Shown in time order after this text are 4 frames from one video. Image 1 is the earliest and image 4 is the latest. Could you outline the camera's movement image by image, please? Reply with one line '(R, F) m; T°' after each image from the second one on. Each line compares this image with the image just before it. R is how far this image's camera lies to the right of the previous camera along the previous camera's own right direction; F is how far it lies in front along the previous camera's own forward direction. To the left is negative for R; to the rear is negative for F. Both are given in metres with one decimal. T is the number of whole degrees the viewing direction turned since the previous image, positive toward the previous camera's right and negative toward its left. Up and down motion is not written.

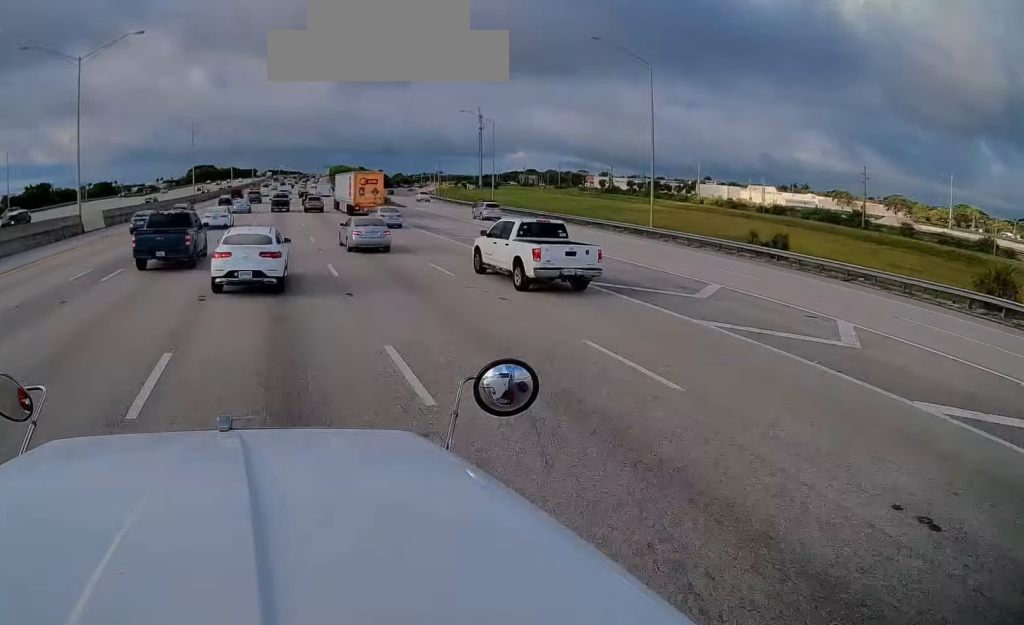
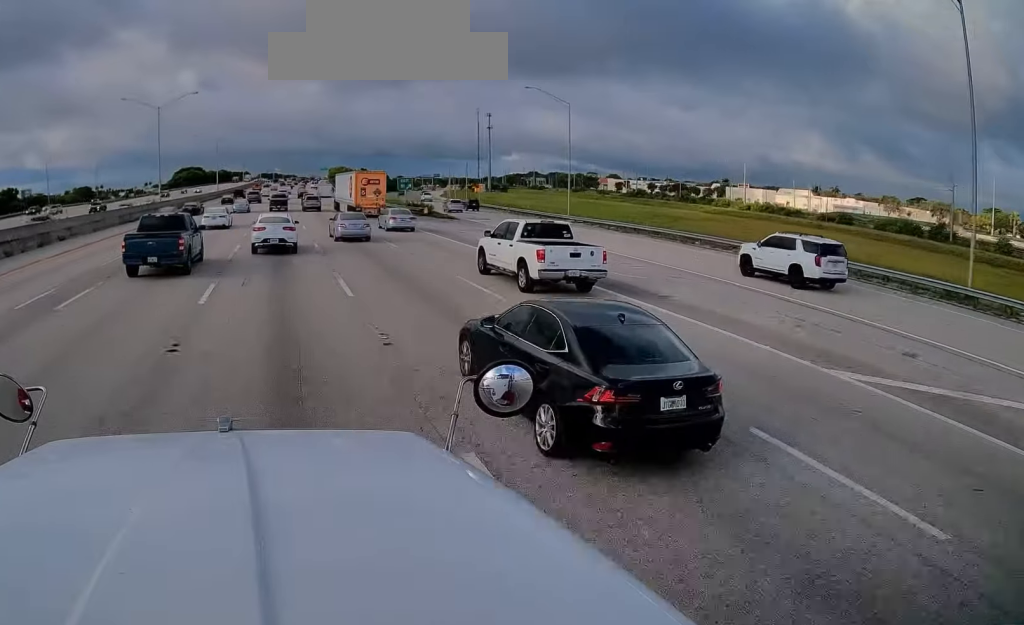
(+0.8, +30.3) m; +3°
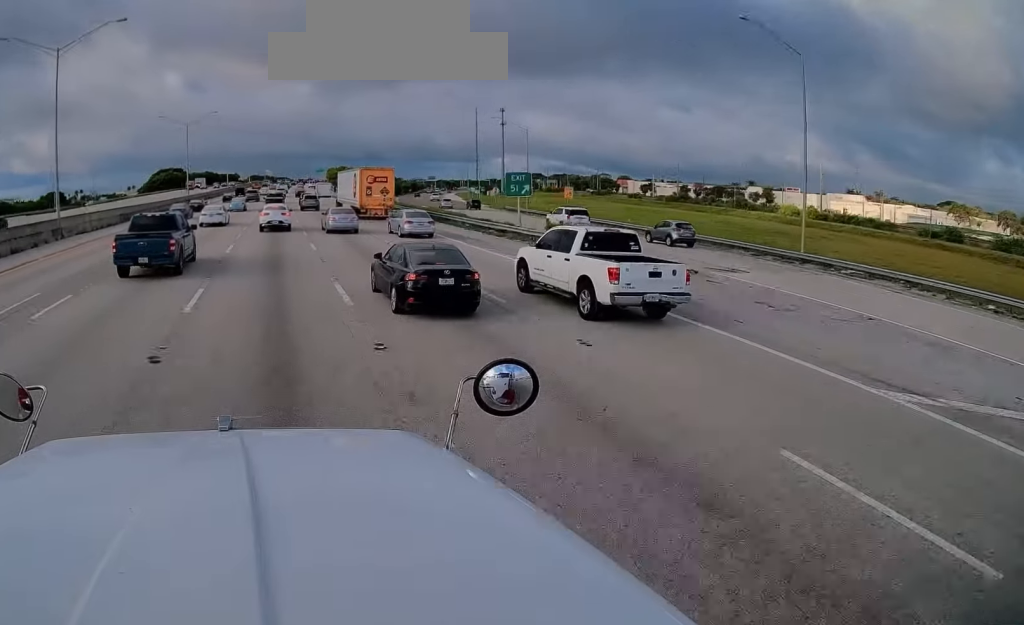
(+0.1, +37.4) m; -1°
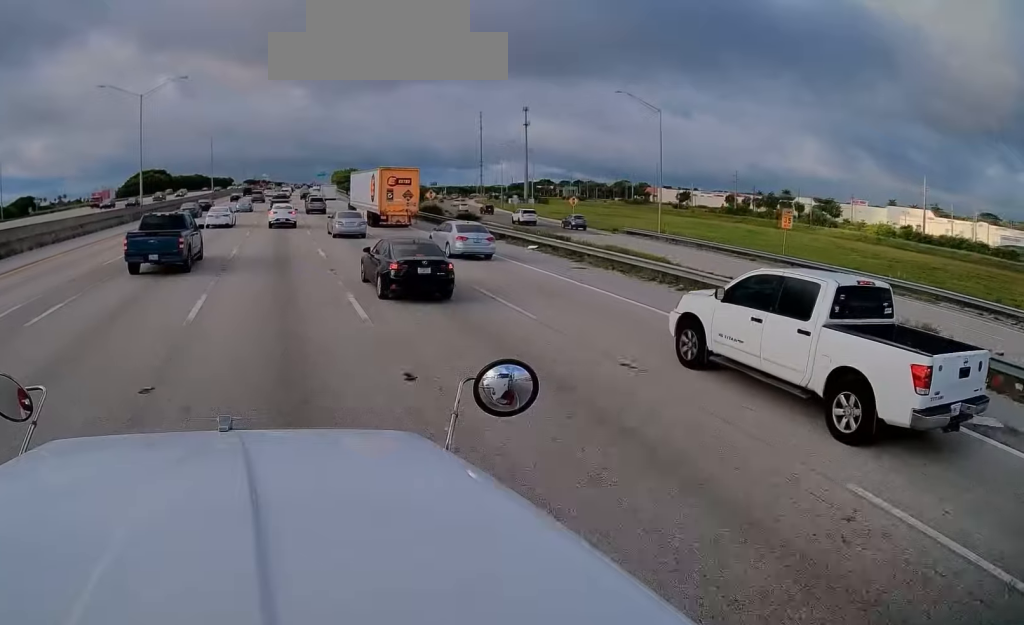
(-0.3, +41.2) m; 0°
